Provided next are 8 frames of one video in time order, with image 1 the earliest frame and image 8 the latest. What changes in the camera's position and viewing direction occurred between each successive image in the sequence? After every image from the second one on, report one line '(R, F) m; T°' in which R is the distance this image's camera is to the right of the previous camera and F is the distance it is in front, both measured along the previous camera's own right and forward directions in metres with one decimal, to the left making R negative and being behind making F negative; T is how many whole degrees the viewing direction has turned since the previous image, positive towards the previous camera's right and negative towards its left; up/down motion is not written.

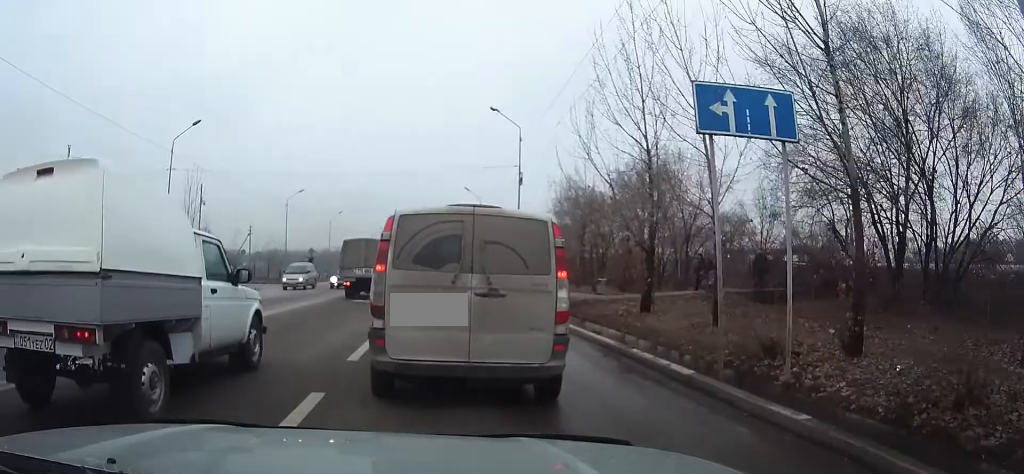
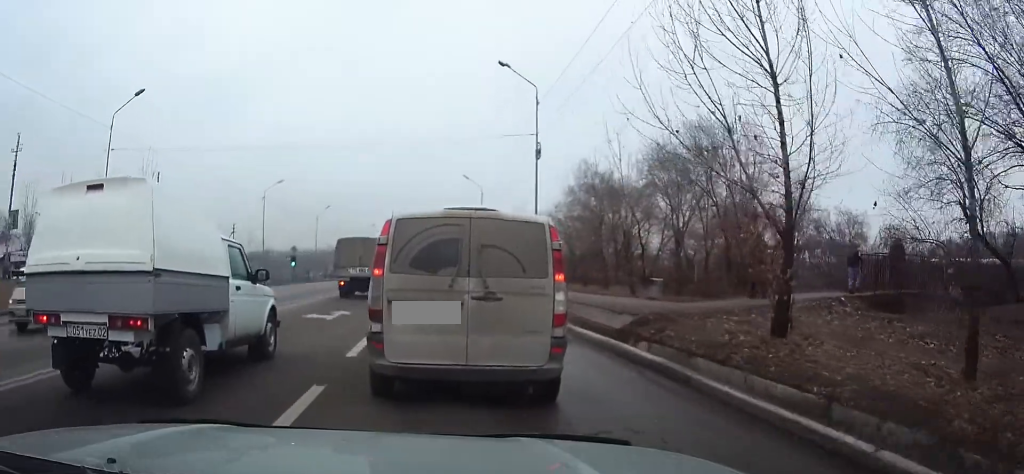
(0.0, +8.1) m; 0°
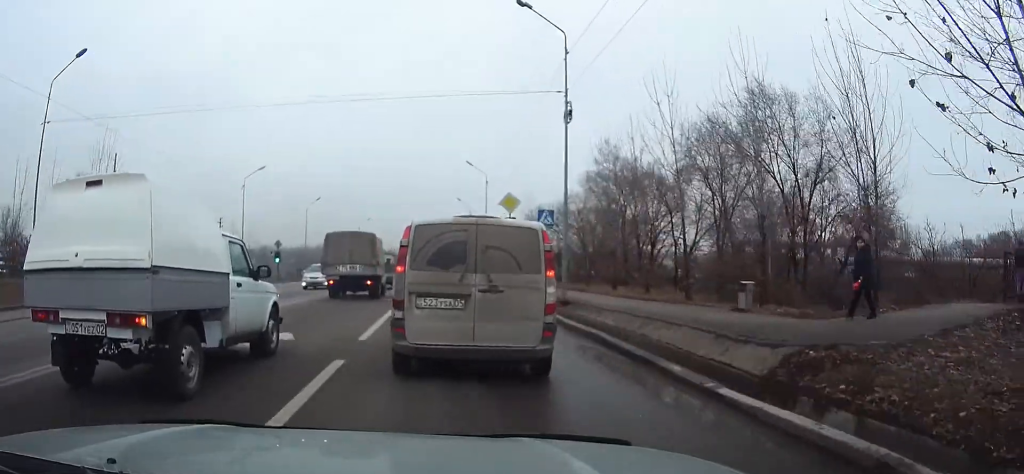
(0.0, +7.0) m; 0°
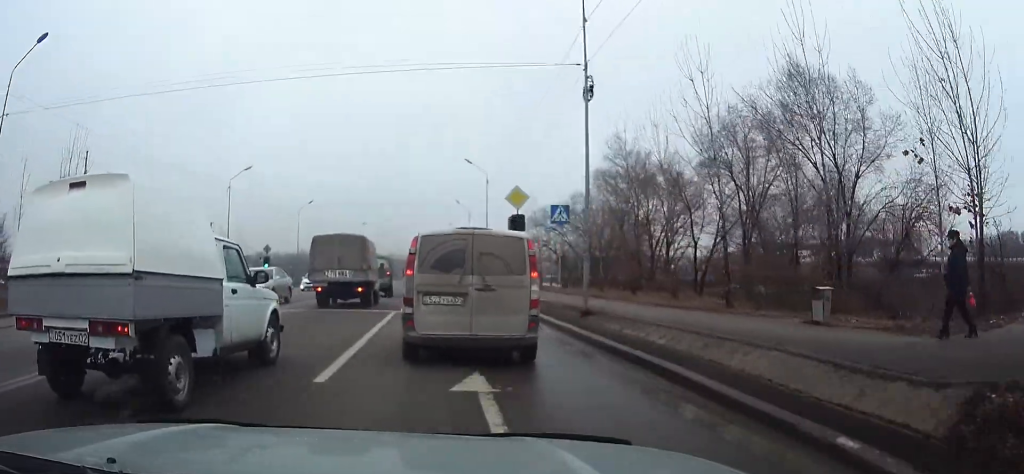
(0.0, +3.6) m; +1°
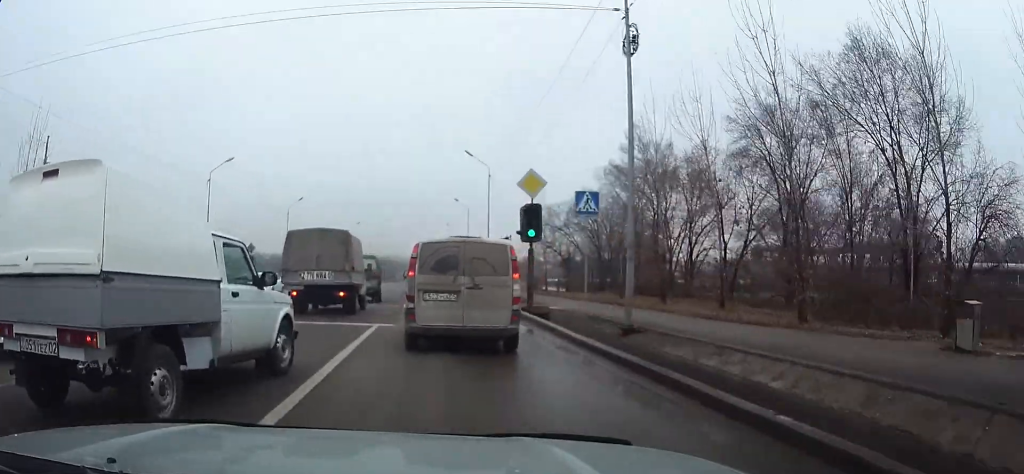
(0.0, +4.1) m; +1°
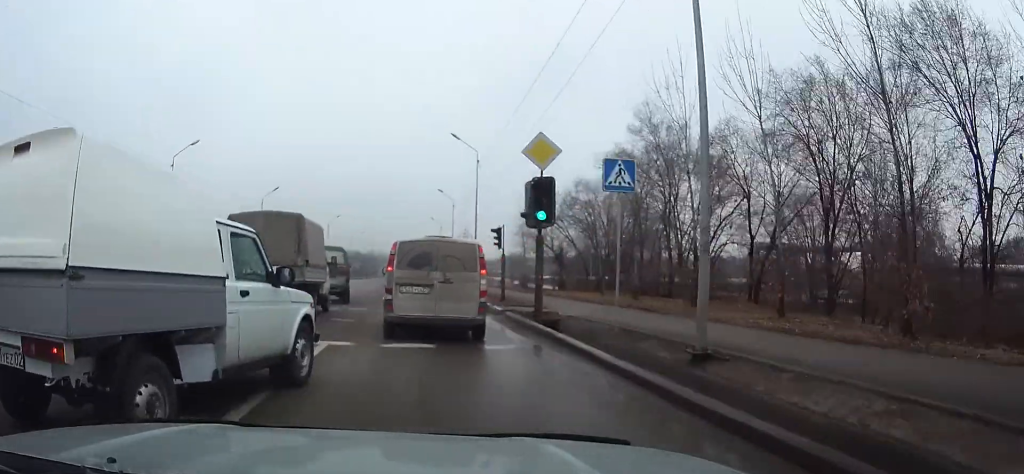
(0.0, +4.1) m; 0°
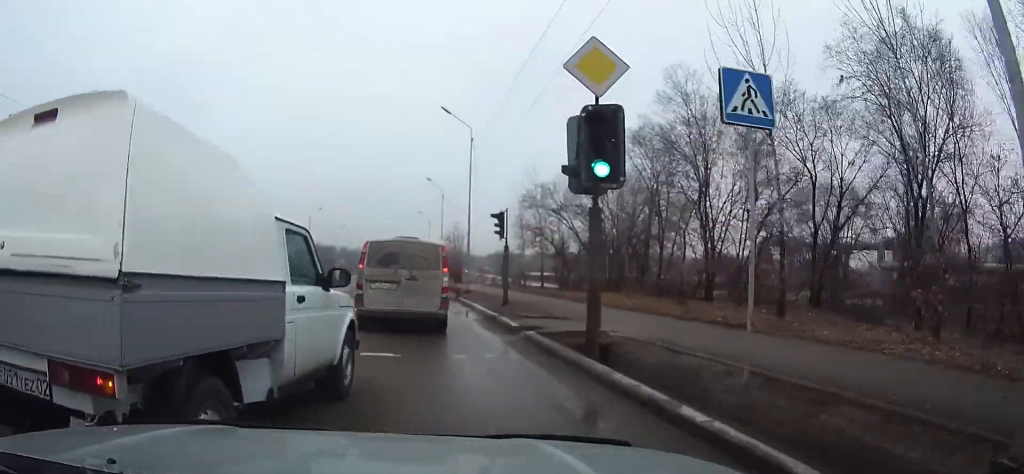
(0.0, +5.3) m; 0°
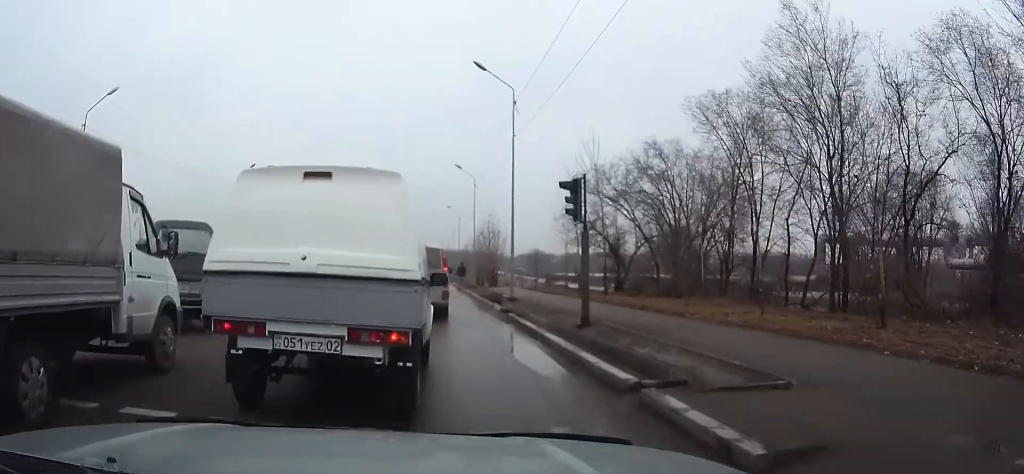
(0.0, +8.7) m; -1°
